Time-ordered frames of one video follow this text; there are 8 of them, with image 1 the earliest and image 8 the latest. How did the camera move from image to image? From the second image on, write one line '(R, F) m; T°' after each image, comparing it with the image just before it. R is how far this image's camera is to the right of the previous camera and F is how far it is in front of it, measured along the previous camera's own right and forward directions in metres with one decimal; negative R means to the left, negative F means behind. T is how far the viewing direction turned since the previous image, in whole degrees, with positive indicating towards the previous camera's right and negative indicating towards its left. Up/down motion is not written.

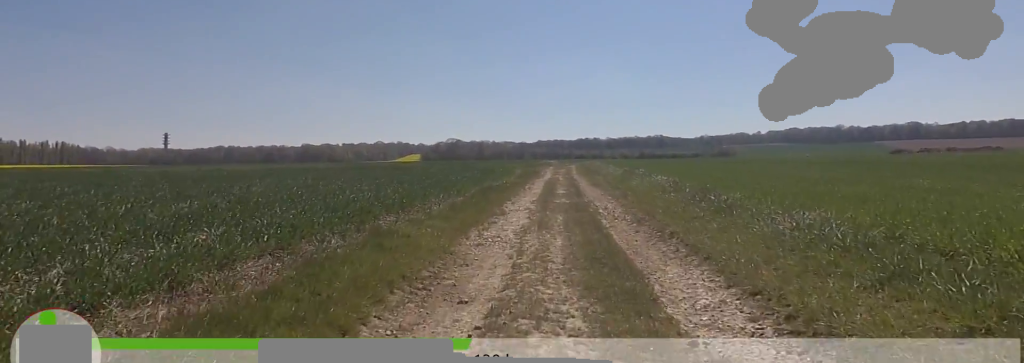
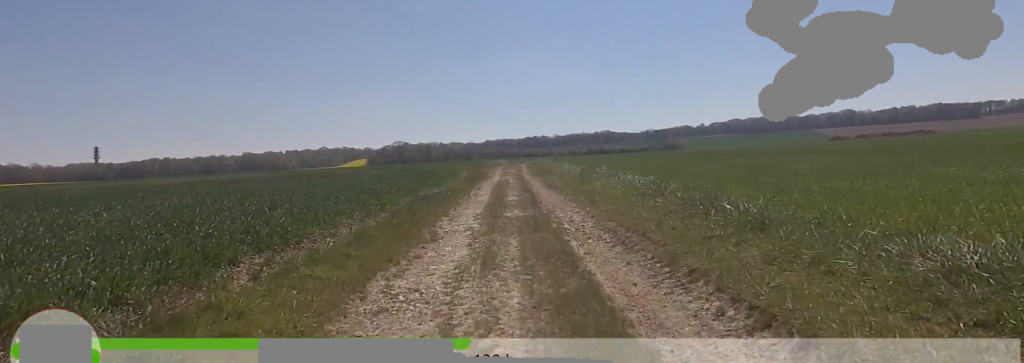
(0.0, +3.4) m; 0°
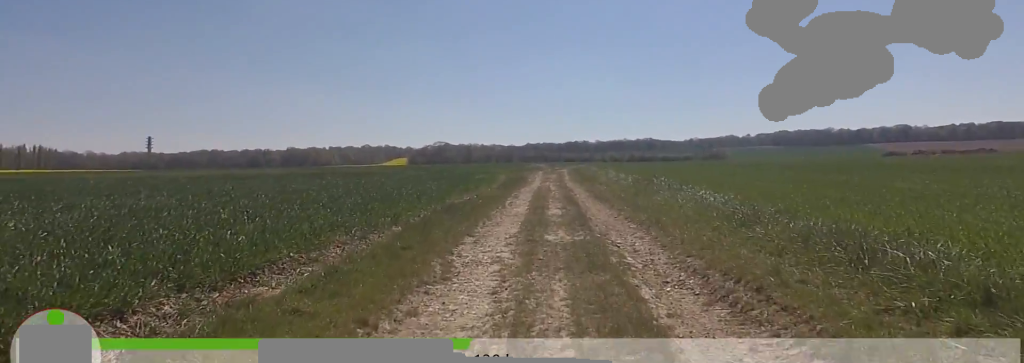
(-0.3, +2.6) m; 0°
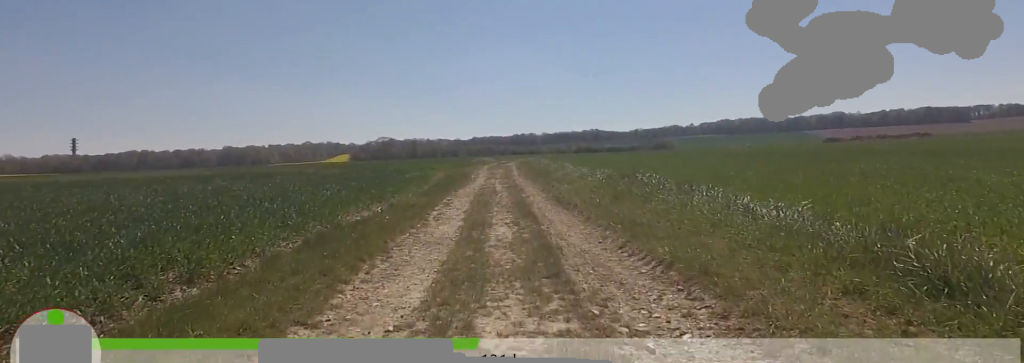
(+0.5, +5.1) m; +10°
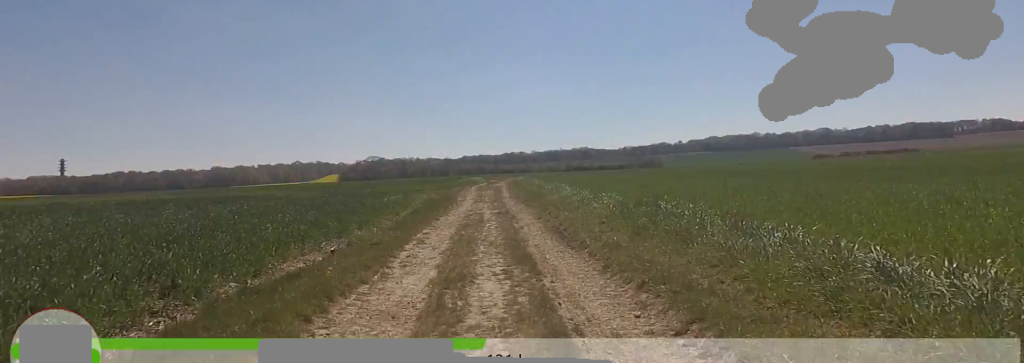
(+0.2, +2.6) m; -5°
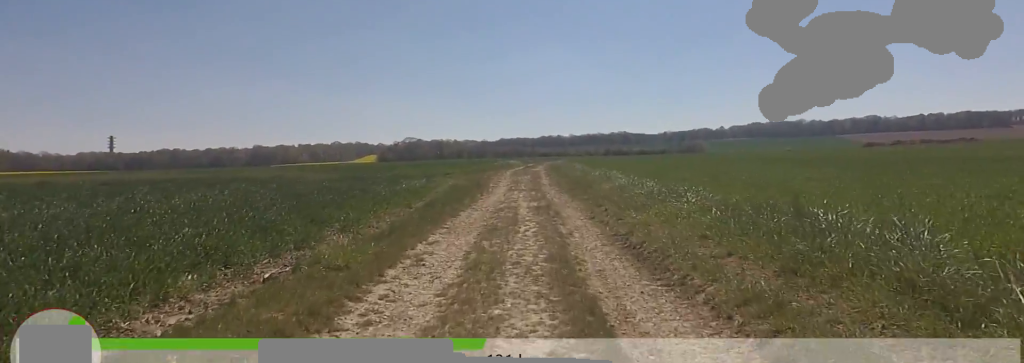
(-0.2, +3.9) m; -5°
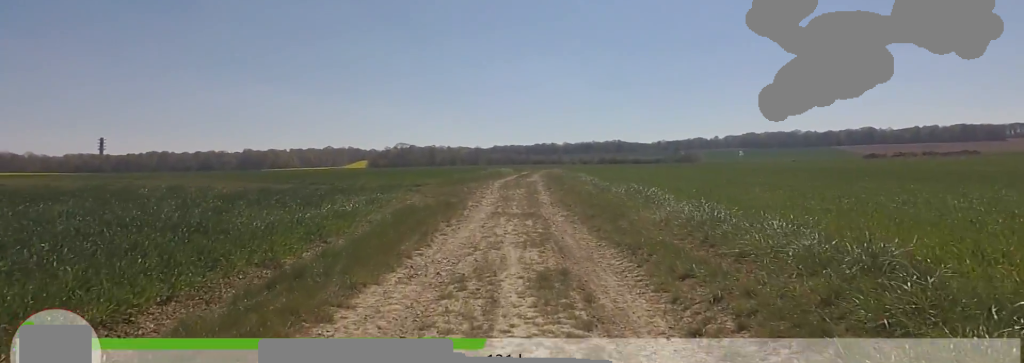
(+0.2, +7.0) m; -1°
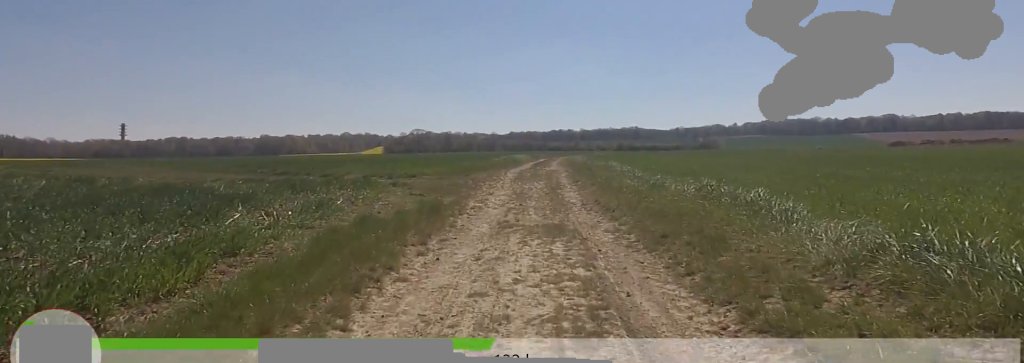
(-1.0, +5.3) m; +1°
